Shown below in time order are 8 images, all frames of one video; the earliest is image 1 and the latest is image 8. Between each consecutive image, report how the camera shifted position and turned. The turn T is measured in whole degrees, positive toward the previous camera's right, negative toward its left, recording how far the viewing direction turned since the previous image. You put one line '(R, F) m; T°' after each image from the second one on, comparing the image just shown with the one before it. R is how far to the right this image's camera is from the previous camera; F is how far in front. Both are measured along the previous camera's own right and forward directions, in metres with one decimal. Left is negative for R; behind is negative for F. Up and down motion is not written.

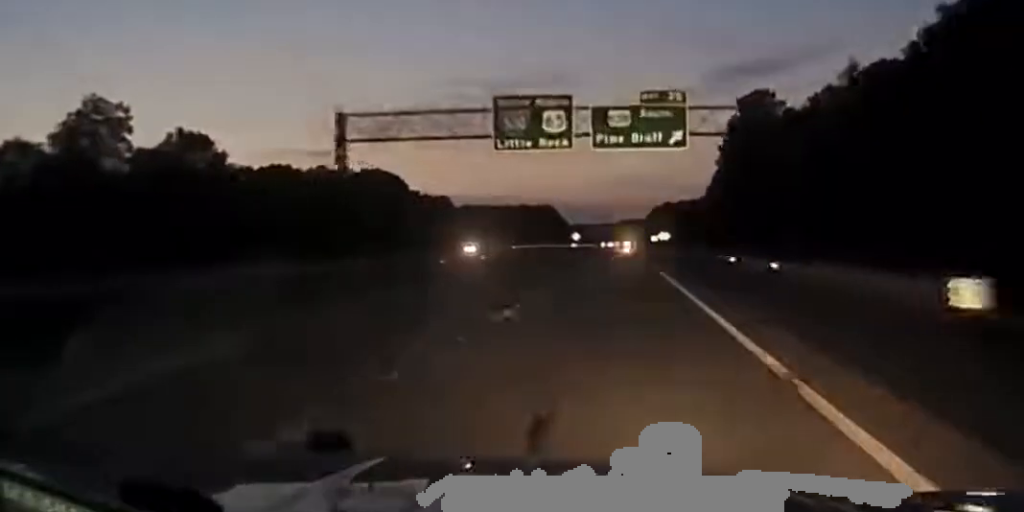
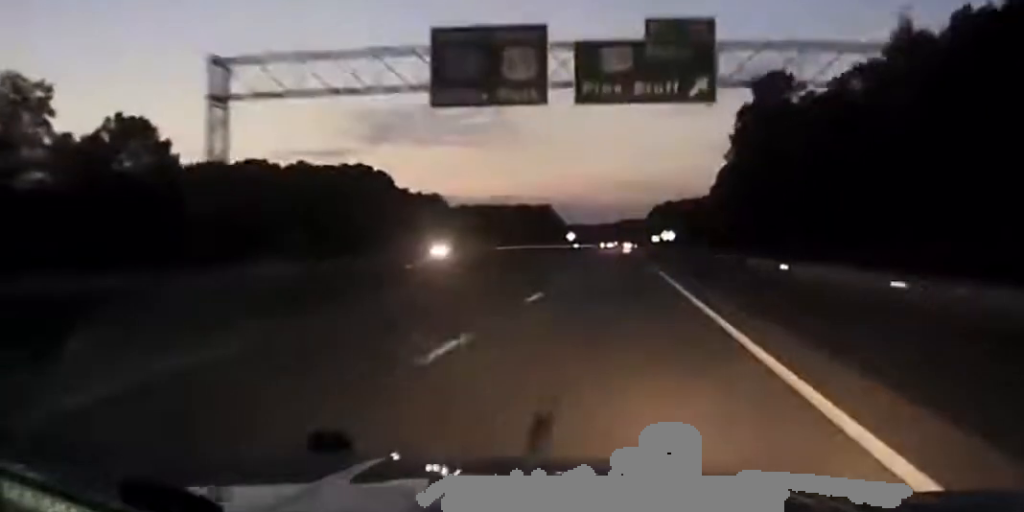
(0.0, +18.3) m; 0°
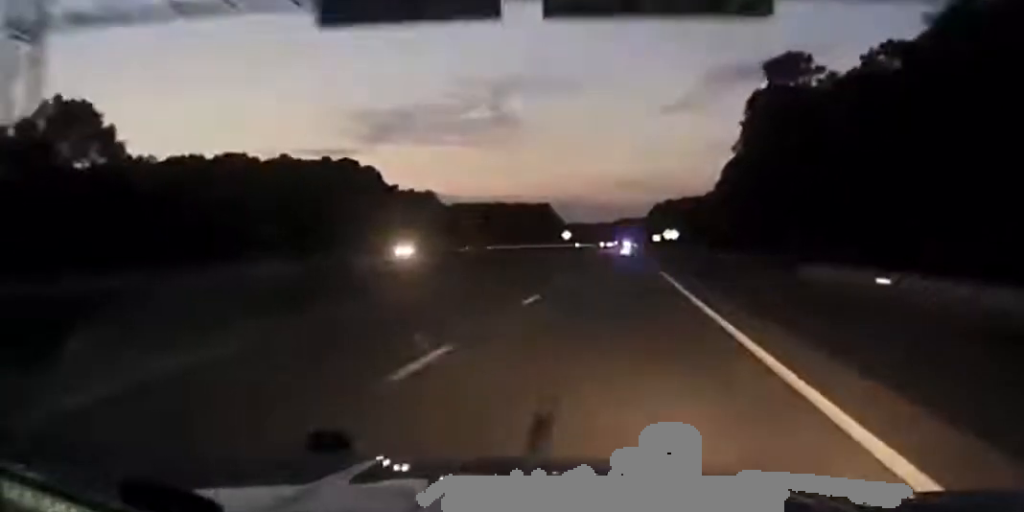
(0.0, +14.0) m; 0°
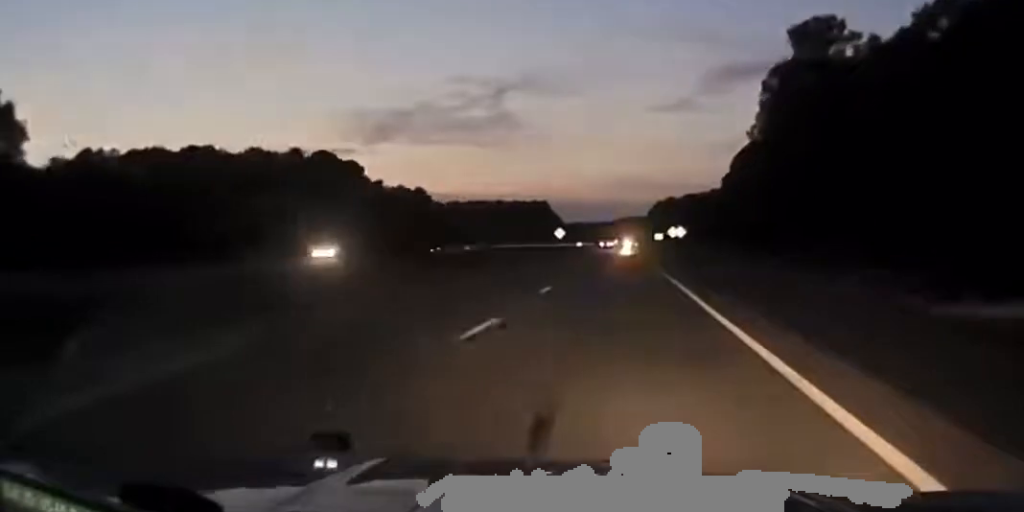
(0.0, +19.8) m; 0°
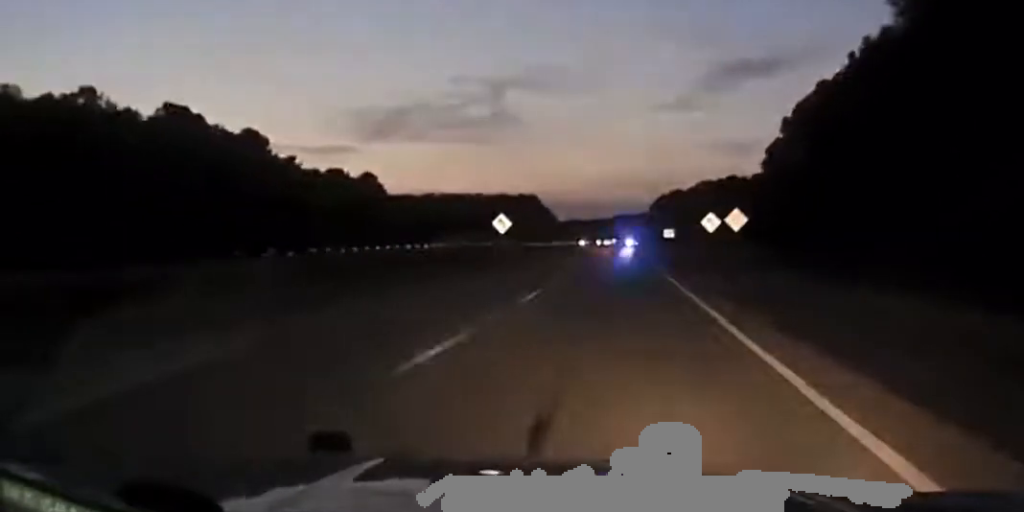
(-0.3, +73.0) m; 0°
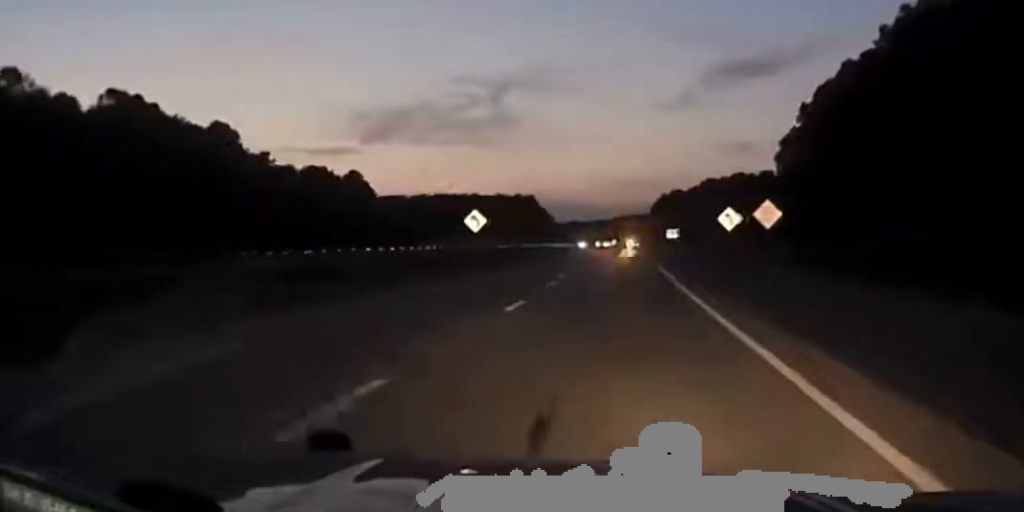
(+0.1, +14.3) m; 0°
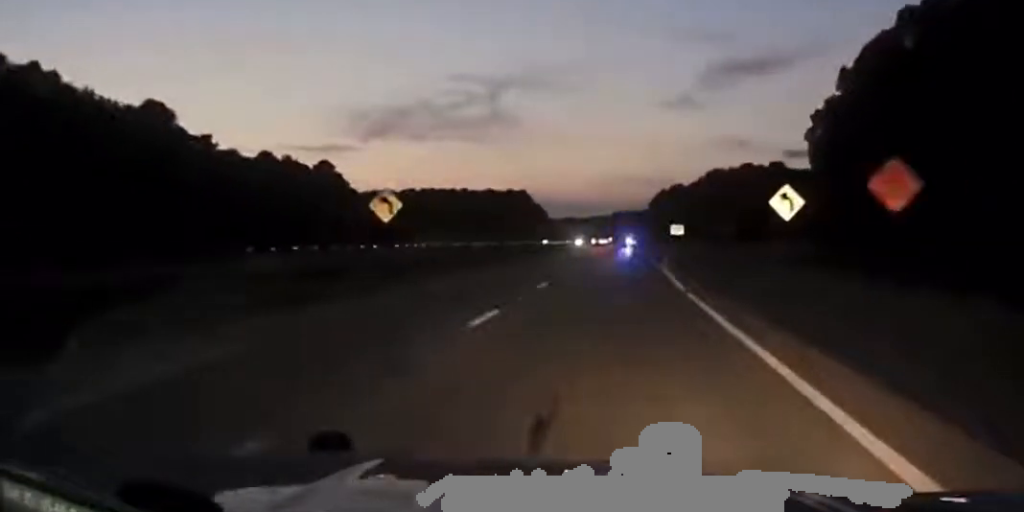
(-0.1, +24.4) m; 0°
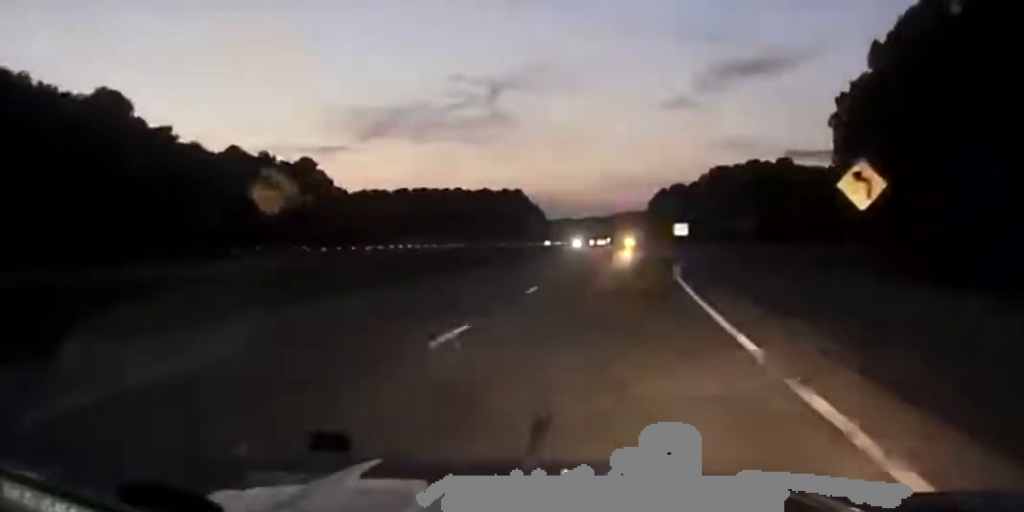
(0.0, +14.8) m; 0°
